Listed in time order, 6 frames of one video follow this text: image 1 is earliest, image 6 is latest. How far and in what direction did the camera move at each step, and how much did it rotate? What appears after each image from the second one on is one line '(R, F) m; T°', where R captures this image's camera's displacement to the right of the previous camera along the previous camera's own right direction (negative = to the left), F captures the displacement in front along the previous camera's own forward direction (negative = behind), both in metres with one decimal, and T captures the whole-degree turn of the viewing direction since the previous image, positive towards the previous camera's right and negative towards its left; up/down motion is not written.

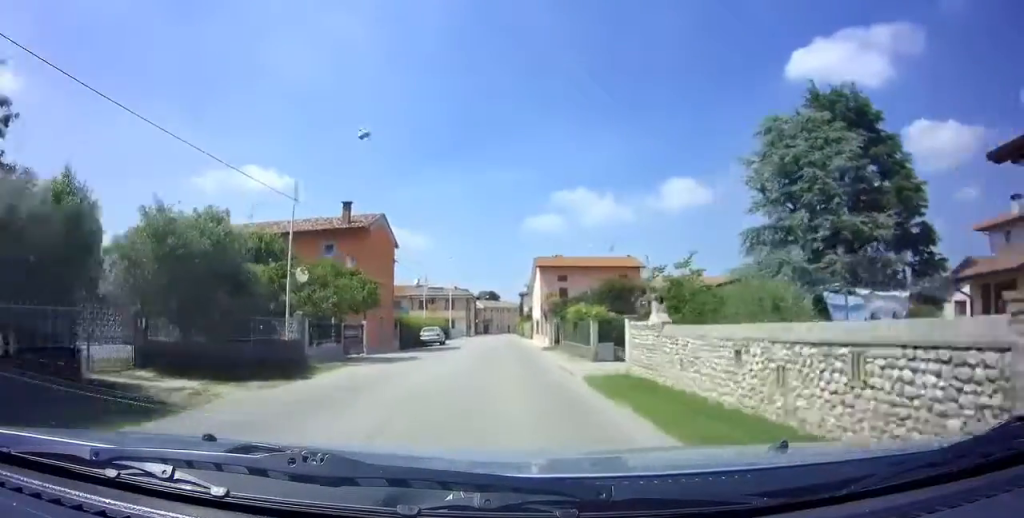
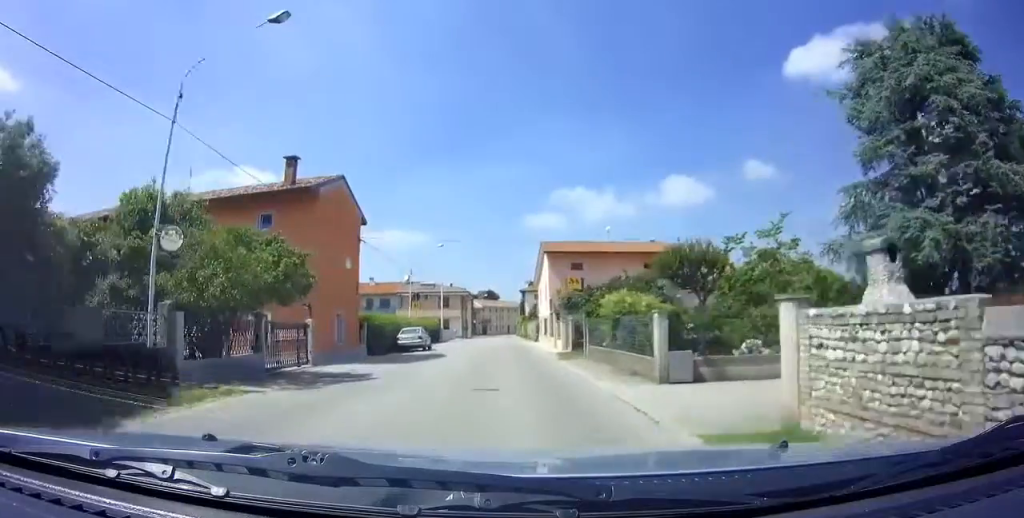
(0.0, +8.3) m; 0°
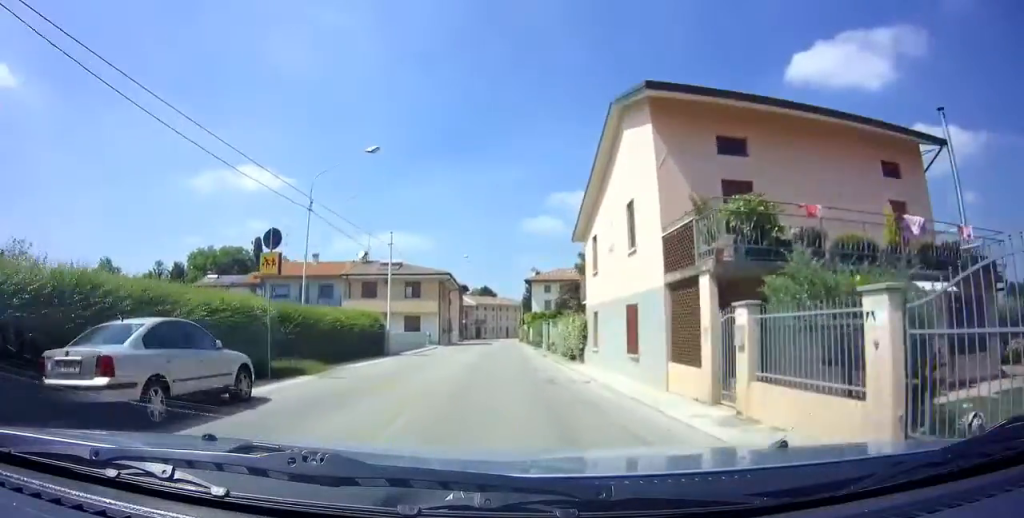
(+0.1, +24.6) m; +1°
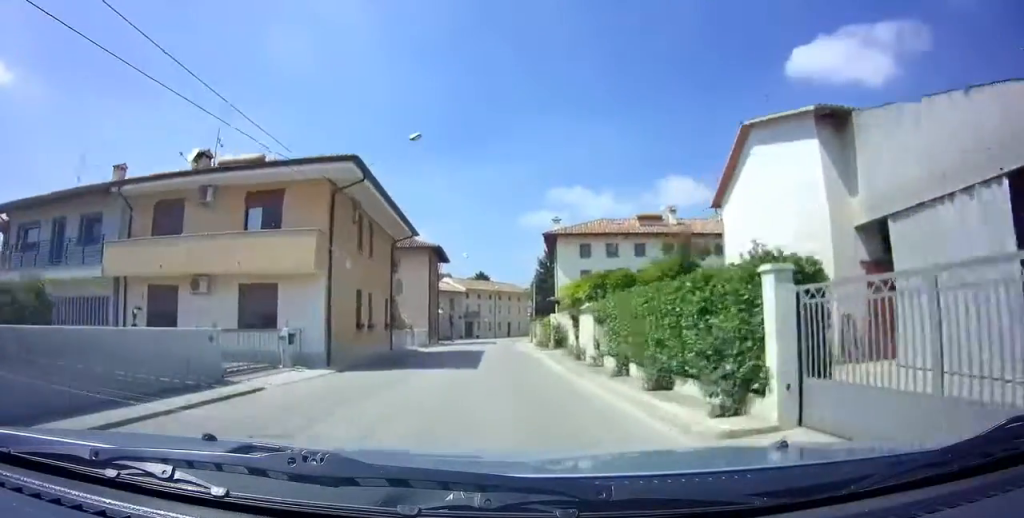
(-0.3, +31.4) m; -1°
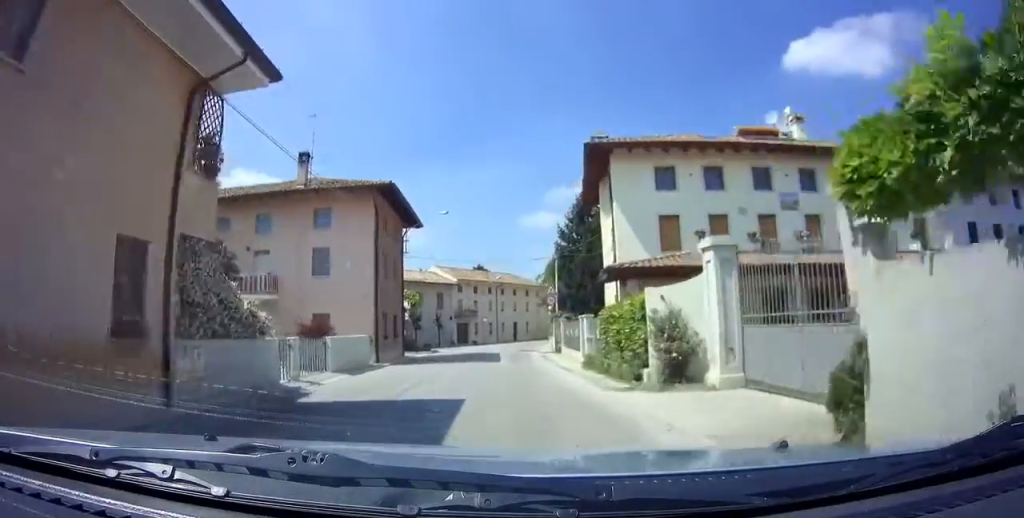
(0.0, +19.5) m; +1°
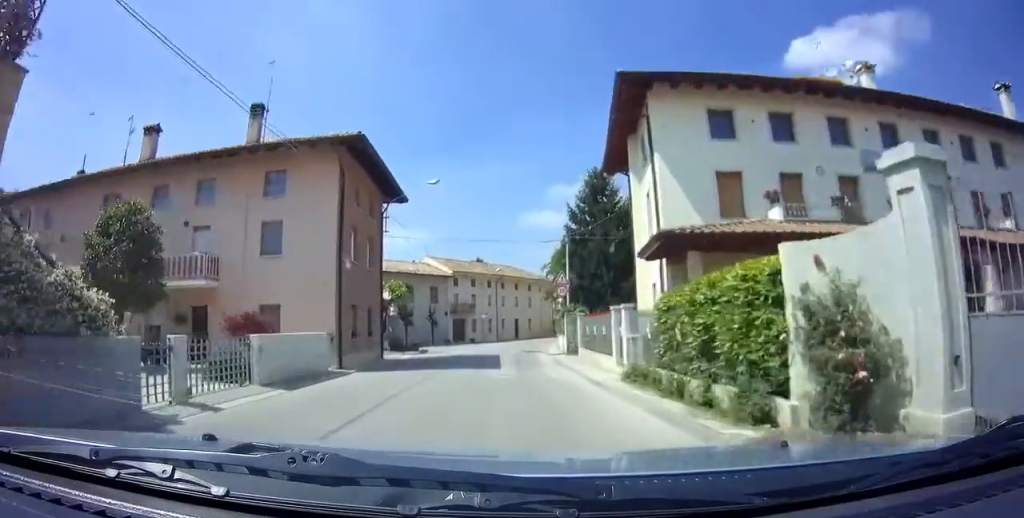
(+0.1, +5.5) m; +1°
